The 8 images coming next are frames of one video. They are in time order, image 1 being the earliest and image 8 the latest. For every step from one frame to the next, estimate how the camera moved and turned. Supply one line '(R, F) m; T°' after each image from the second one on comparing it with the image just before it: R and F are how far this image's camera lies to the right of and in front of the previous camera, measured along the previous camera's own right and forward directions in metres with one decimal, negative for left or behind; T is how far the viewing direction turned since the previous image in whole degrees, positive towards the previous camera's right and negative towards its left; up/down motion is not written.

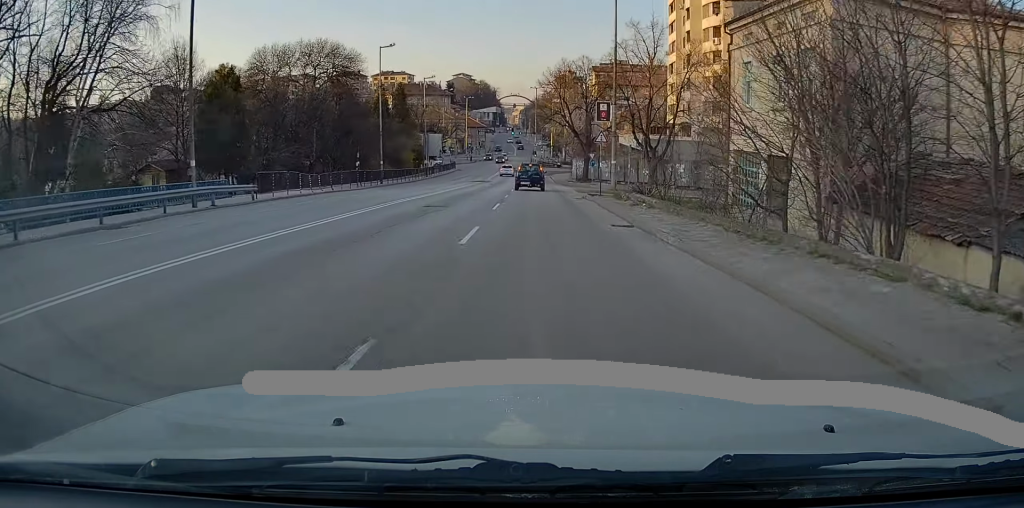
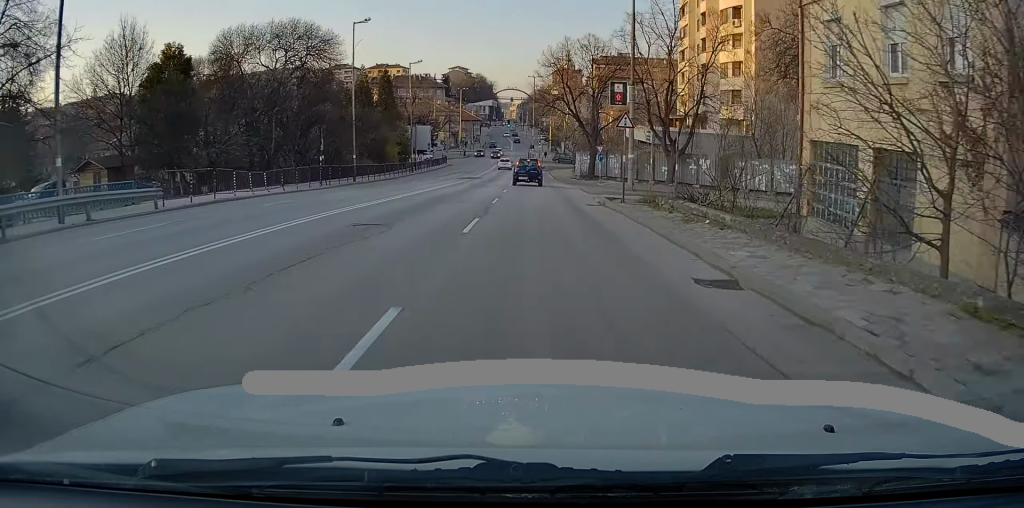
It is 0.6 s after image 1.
(0.0, +8.0) m; 0°
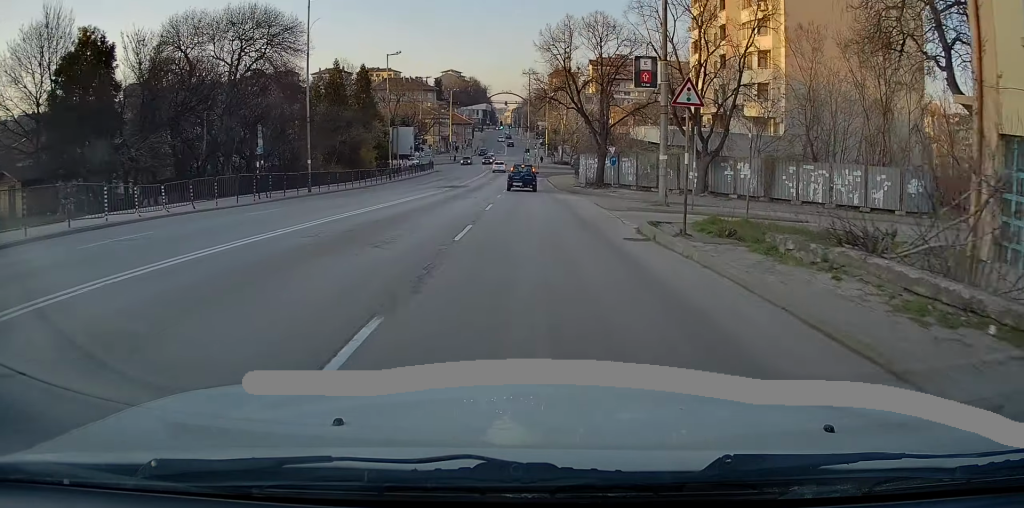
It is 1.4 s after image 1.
(0.0, +9.1) m; 0°
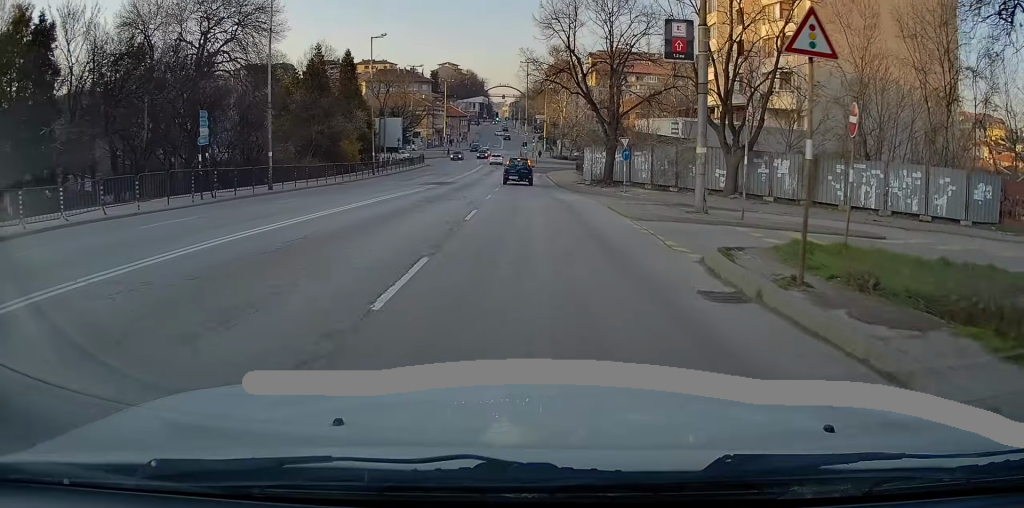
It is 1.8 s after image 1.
(+0.1, +5.7) m; 0°
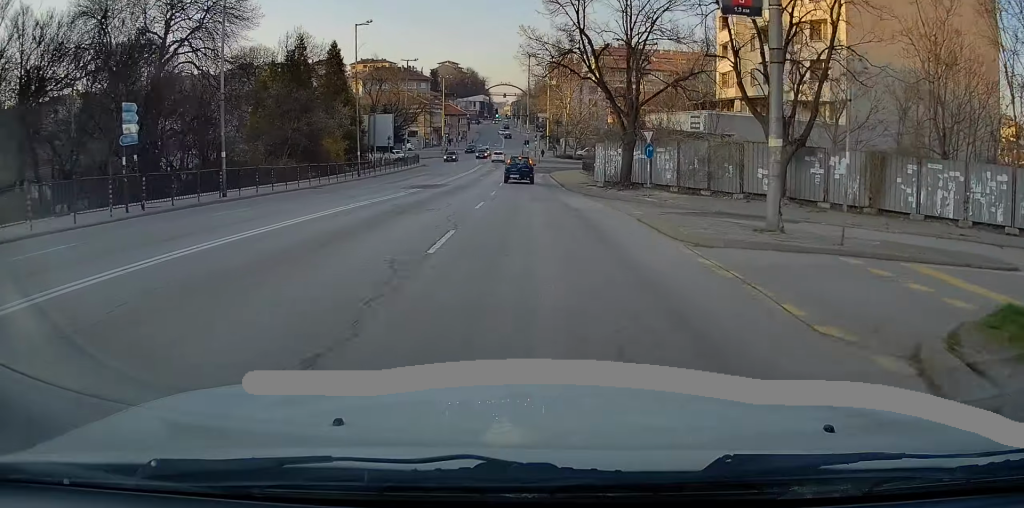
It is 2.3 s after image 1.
(+0.1, +5.7) m; 0°
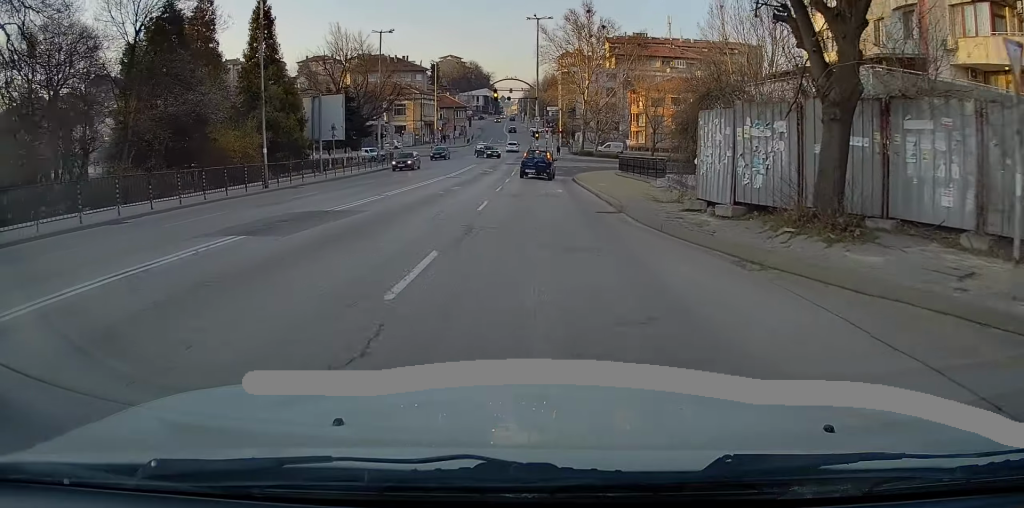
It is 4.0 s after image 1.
(-0.1, +19.8) m; 0°
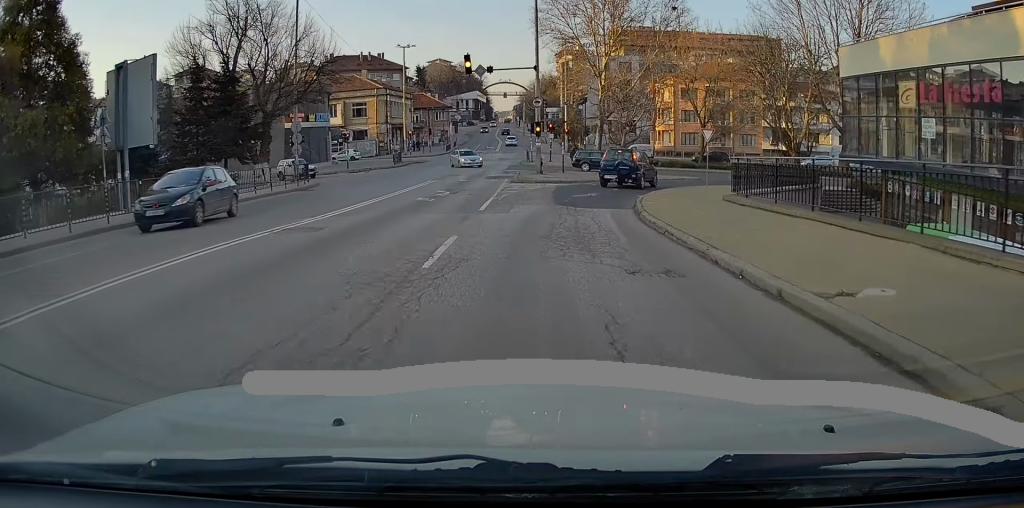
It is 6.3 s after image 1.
(0.0, +23.8) m; +1°
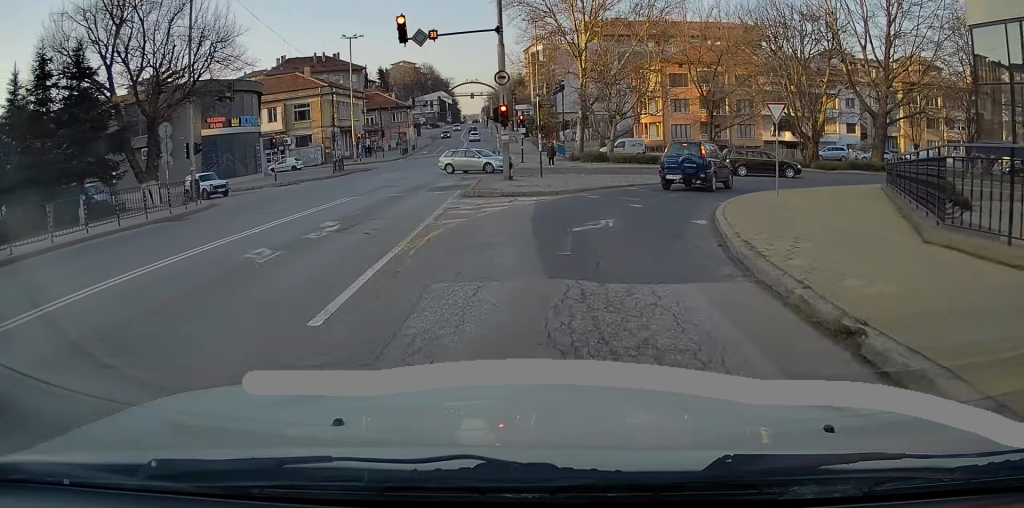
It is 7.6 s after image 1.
(+0.4, +10.8) m; +4°
